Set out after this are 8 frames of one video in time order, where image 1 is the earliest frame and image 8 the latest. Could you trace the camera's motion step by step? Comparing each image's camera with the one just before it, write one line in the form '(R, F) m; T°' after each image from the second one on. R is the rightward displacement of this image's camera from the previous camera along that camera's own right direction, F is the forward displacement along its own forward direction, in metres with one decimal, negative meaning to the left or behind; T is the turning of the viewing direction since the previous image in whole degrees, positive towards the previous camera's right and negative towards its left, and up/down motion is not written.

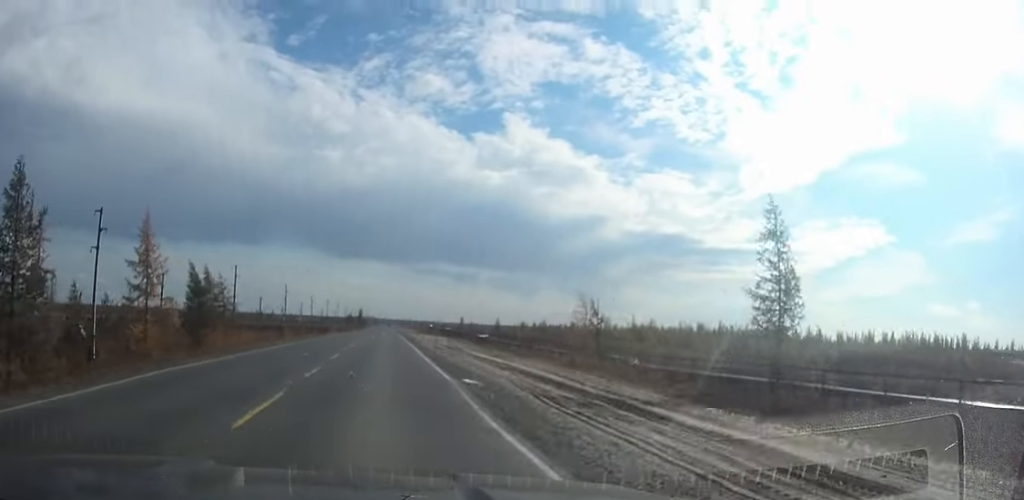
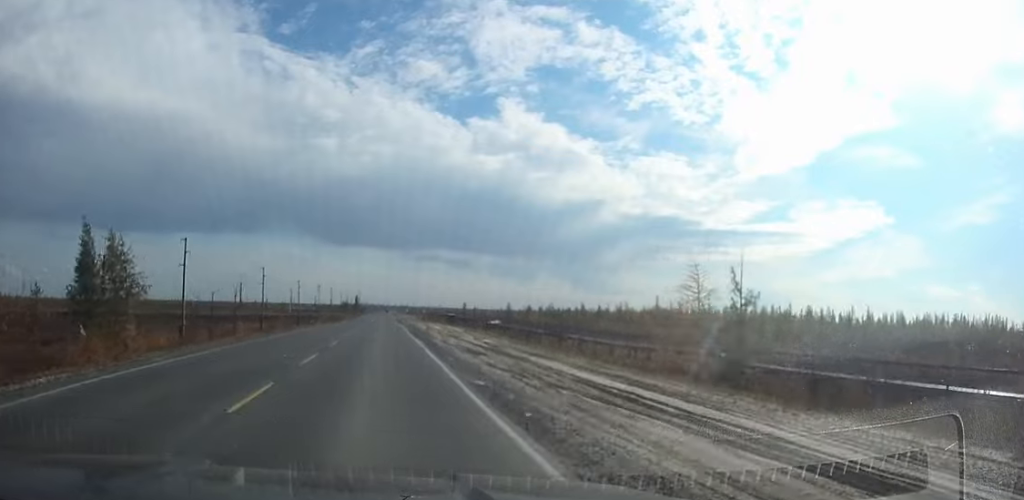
(0.0, +23.7) m; 0°
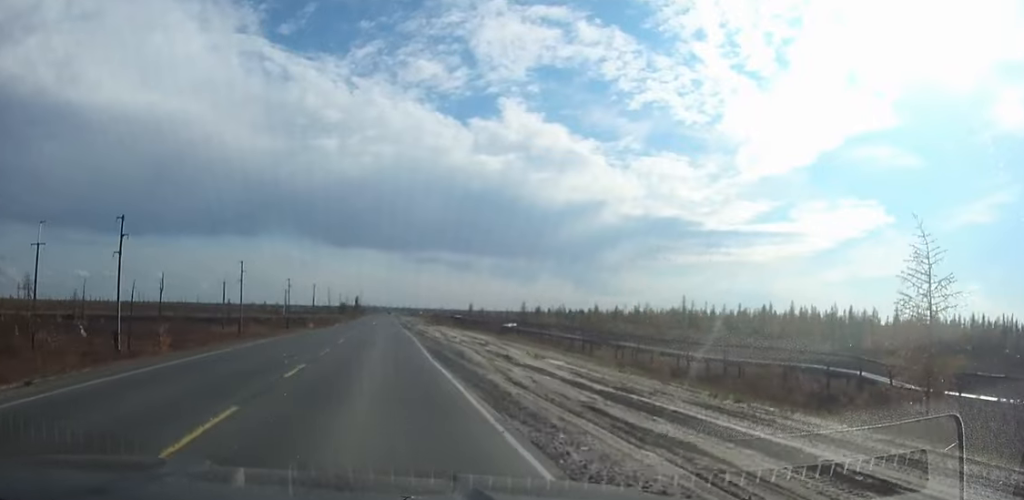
(-0.1, +18.7) m; 0°
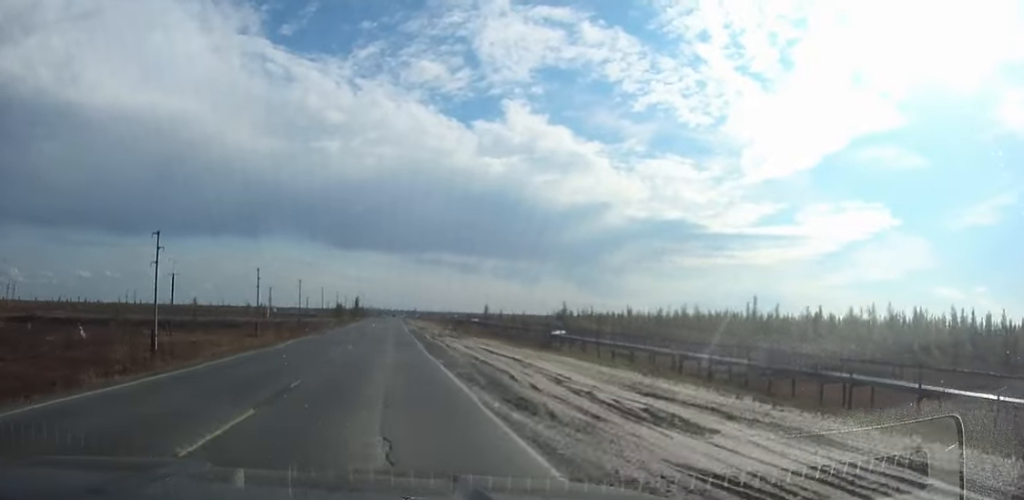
(-0.1, +39.9) m; 0°
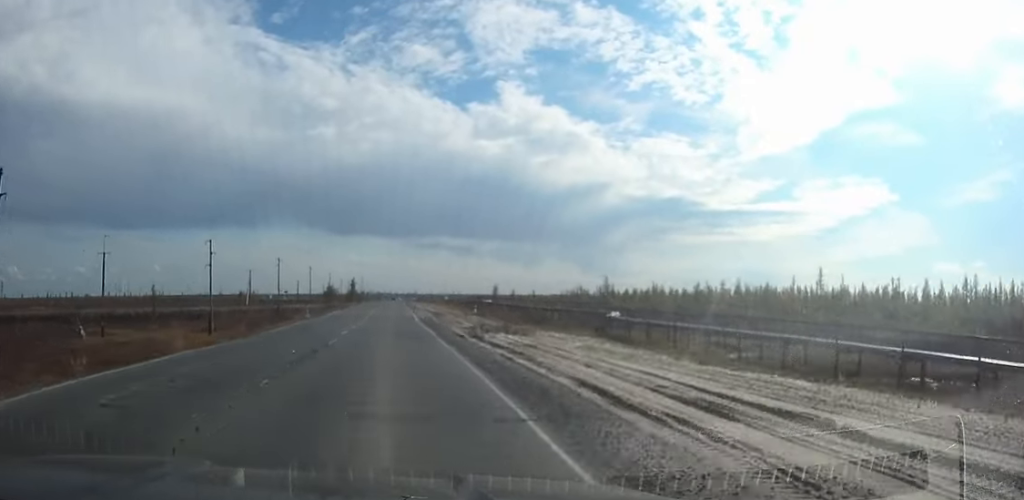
(0.0, +29.1) m; 0°
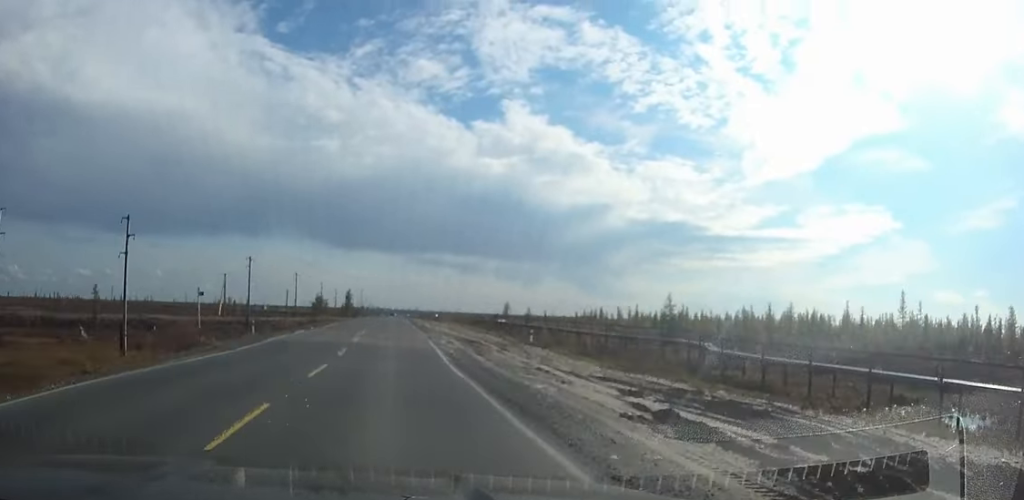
(+0.1, +28.3) m; 0°
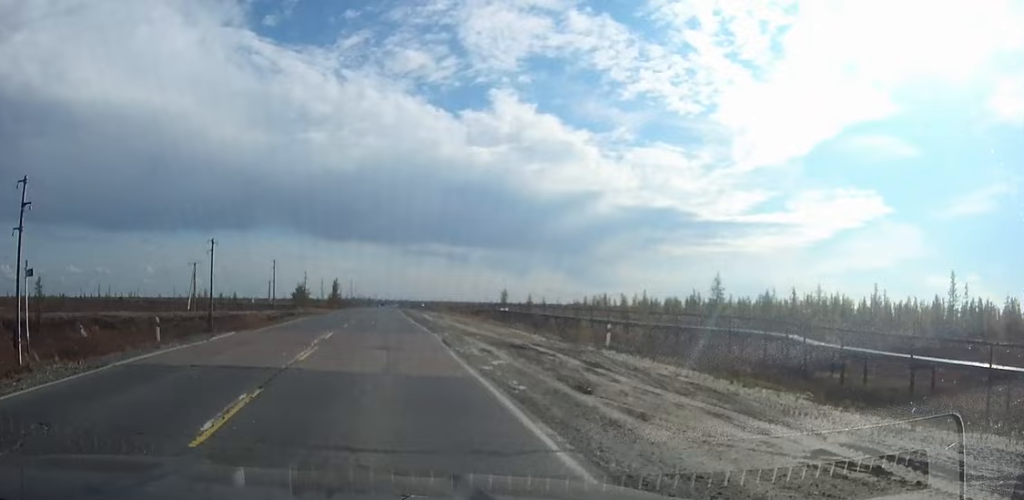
(0.0, +16.3) m; 0°
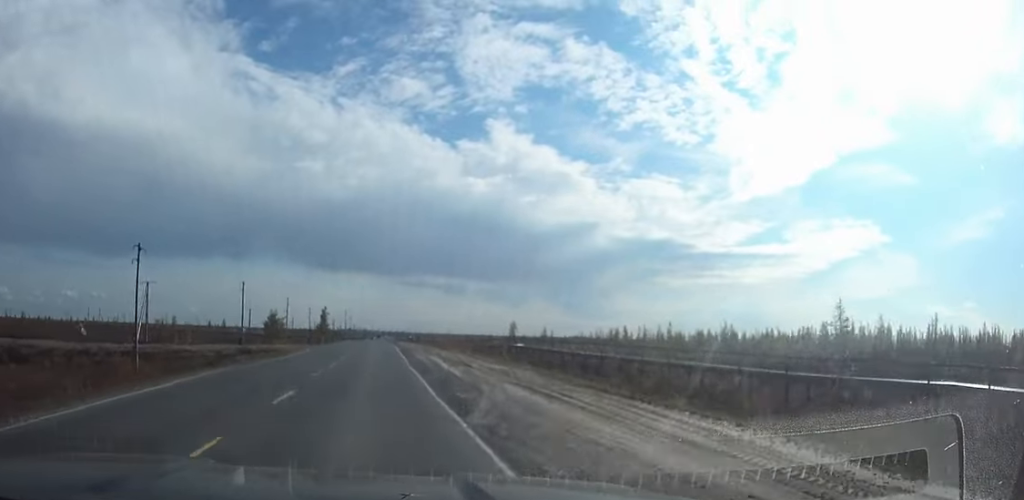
(0.0, +24.3) m; 0°
